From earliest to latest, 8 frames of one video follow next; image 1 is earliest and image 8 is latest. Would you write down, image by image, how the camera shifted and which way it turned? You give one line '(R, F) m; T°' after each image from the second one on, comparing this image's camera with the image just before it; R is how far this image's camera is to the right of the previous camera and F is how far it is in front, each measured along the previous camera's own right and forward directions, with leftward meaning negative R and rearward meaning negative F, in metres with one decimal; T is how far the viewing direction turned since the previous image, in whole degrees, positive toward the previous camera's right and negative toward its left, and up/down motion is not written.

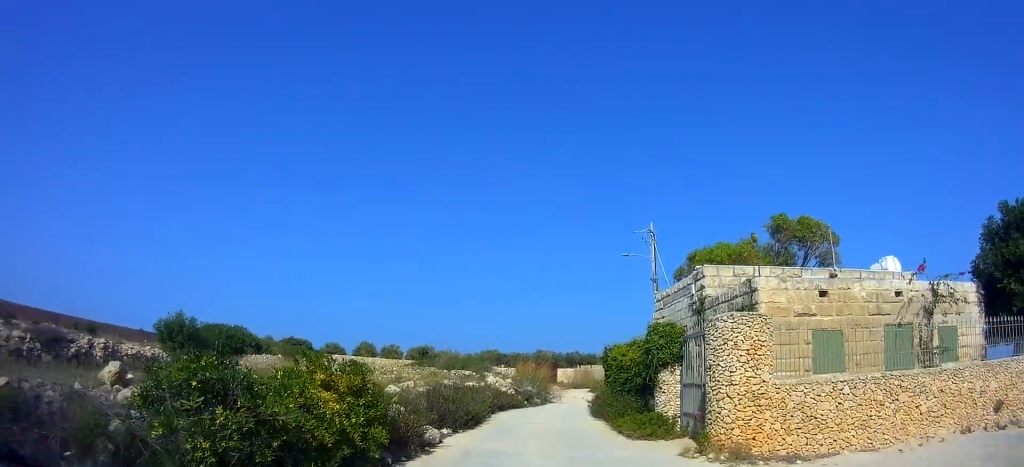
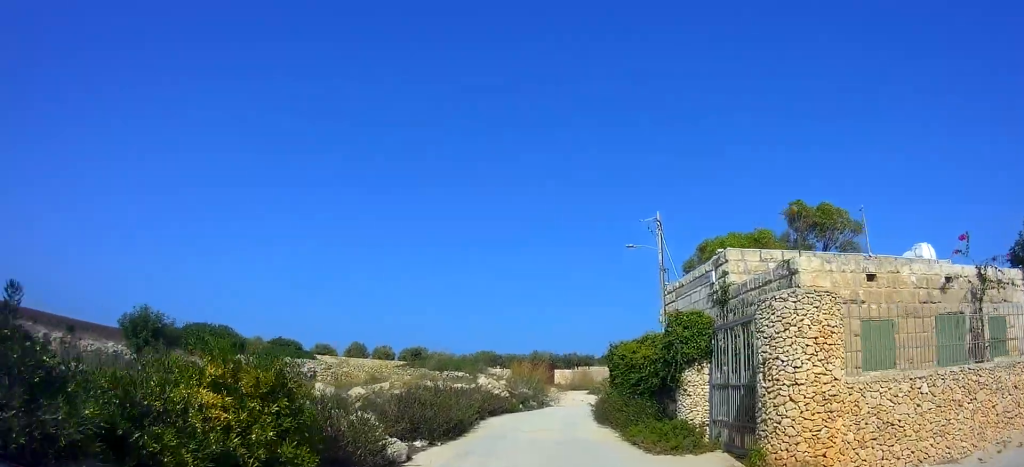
(0.0, +2.3) m; 0°
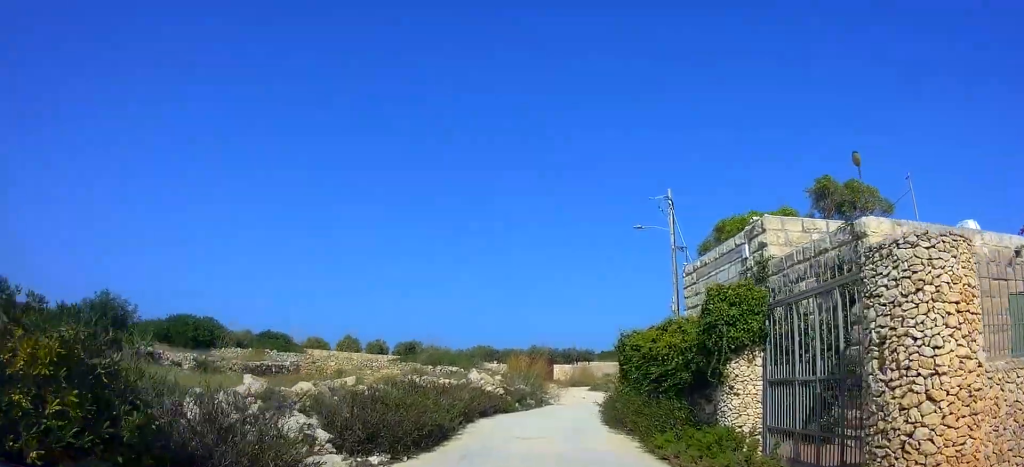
(0.0, +2.5) m; 0°
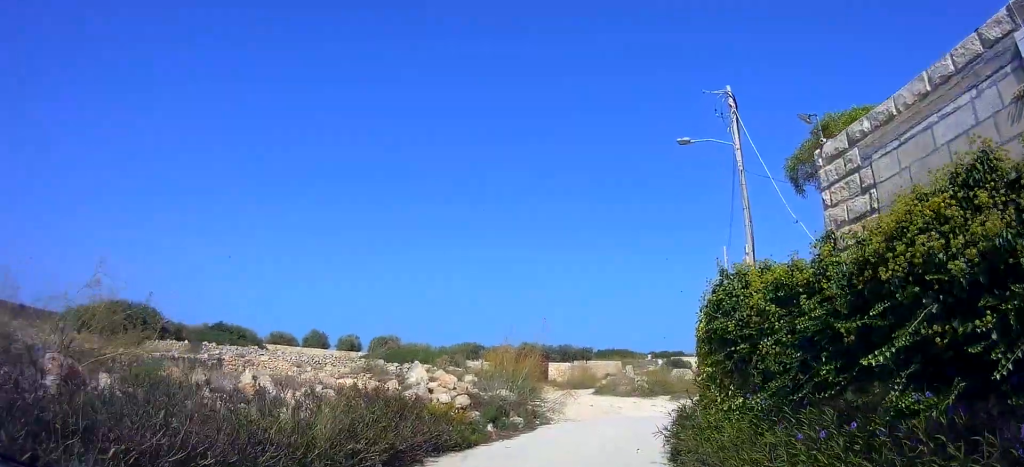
(-0.2, +8.4) m; -2°
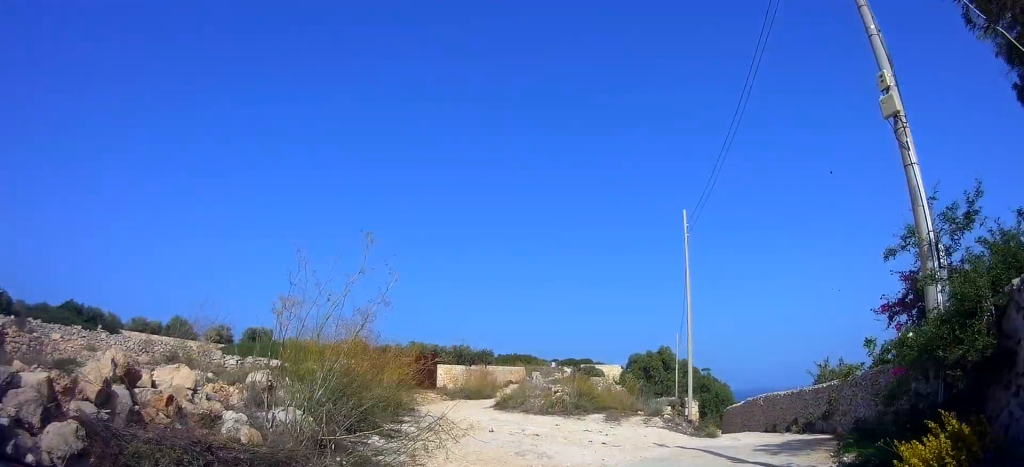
(+0.3, +9.8) m; +13°
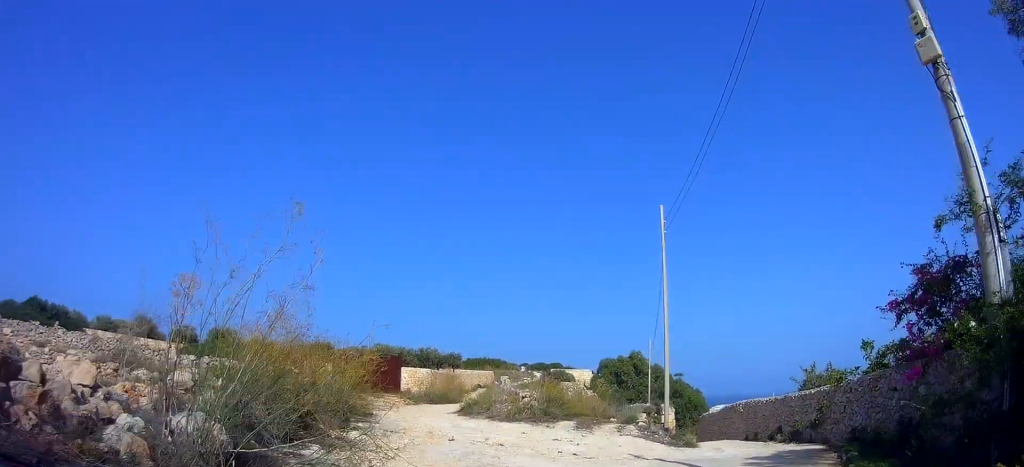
(-0.1, +1.4) m; +8°
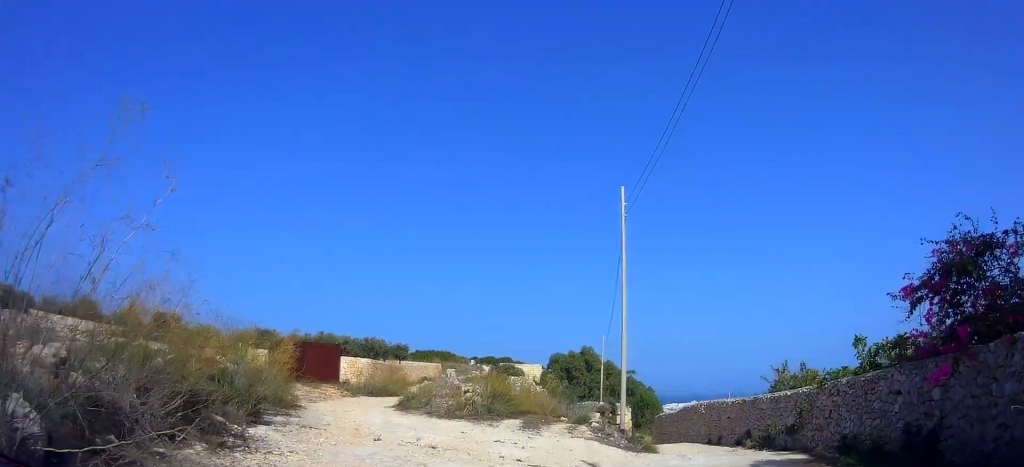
(+0.3, +1.9) m; +3°
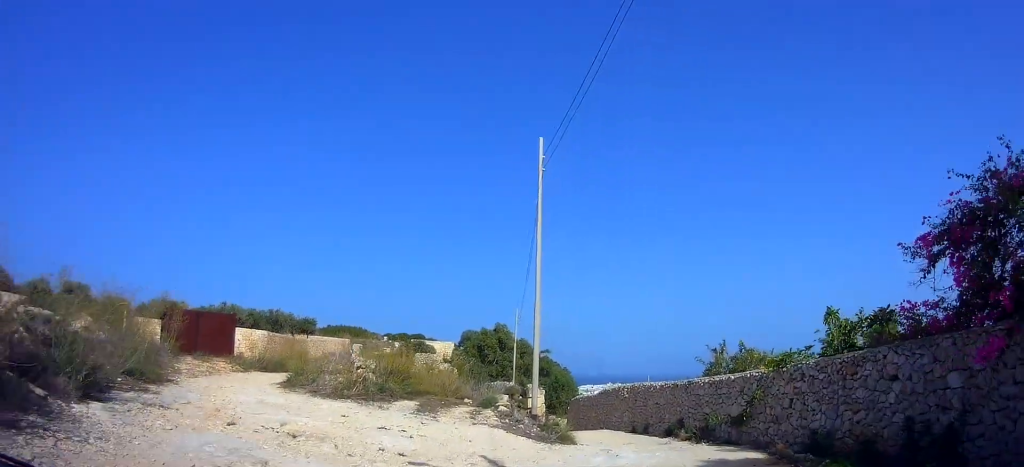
(+0.5, +2.4) m; -1°
